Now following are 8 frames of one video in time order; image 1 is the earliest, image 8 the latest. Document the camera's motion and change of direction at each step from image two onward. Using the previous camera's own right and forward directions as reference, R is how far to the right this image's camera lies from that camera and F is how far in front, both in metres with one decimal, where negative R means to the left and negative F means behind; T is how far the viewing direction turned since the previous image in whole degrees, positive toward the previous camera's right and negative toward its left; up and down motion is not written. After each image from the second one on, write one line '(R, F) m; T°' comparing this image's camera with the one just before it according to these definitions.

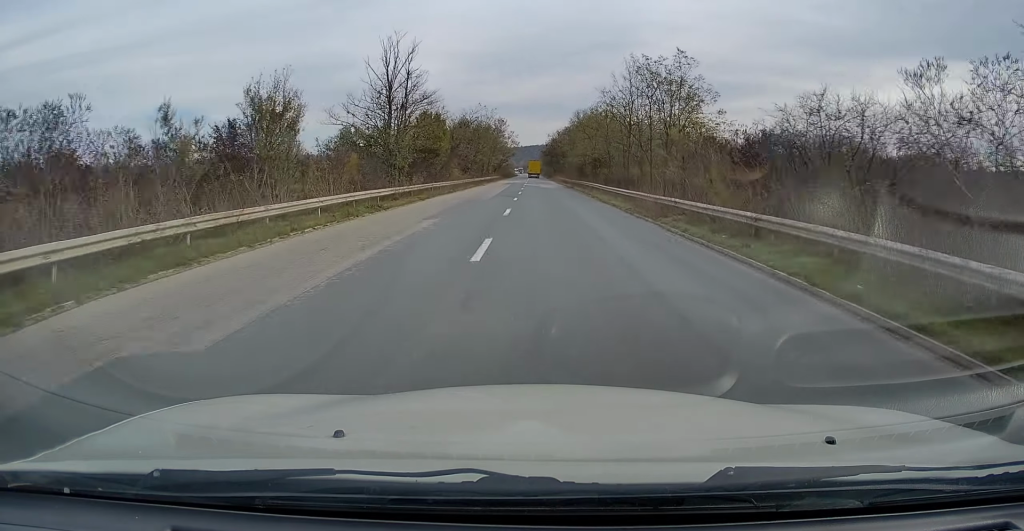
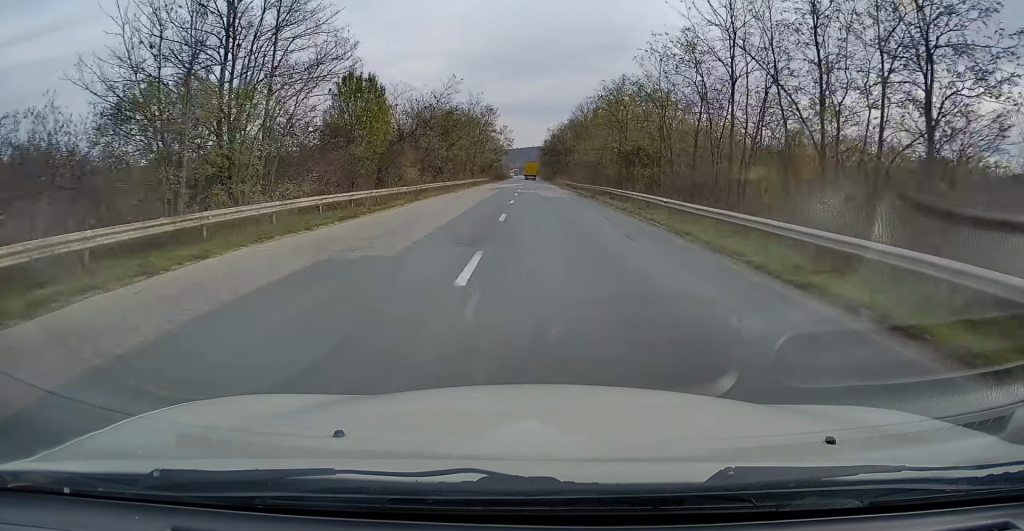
(0.0, +21.9) m; 0°
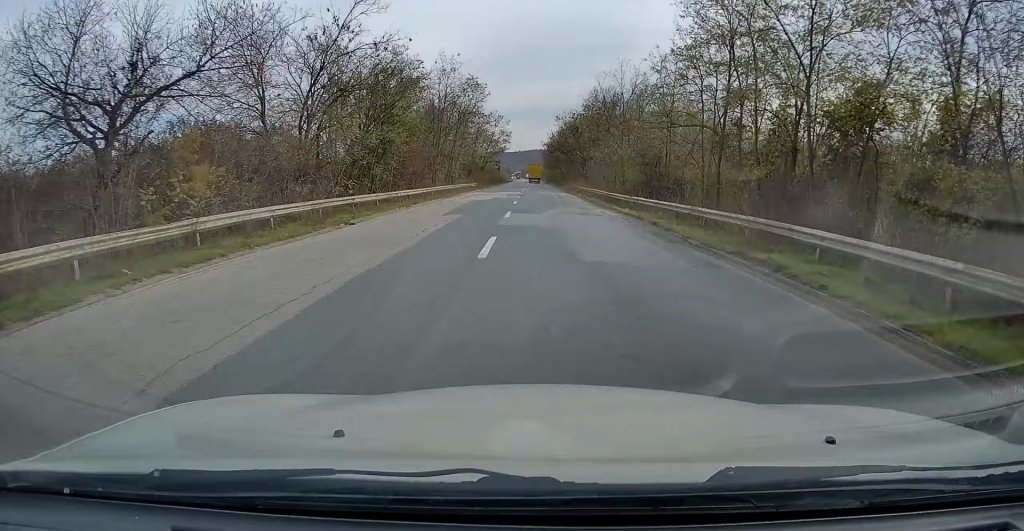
(+0.1, +26.8) m; 0°
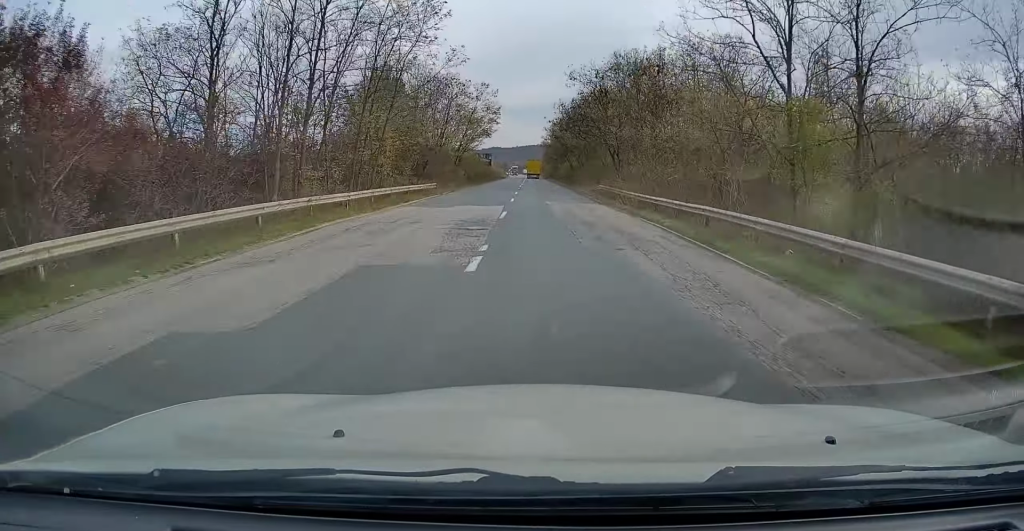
(0.0, +31.1) m; +1°
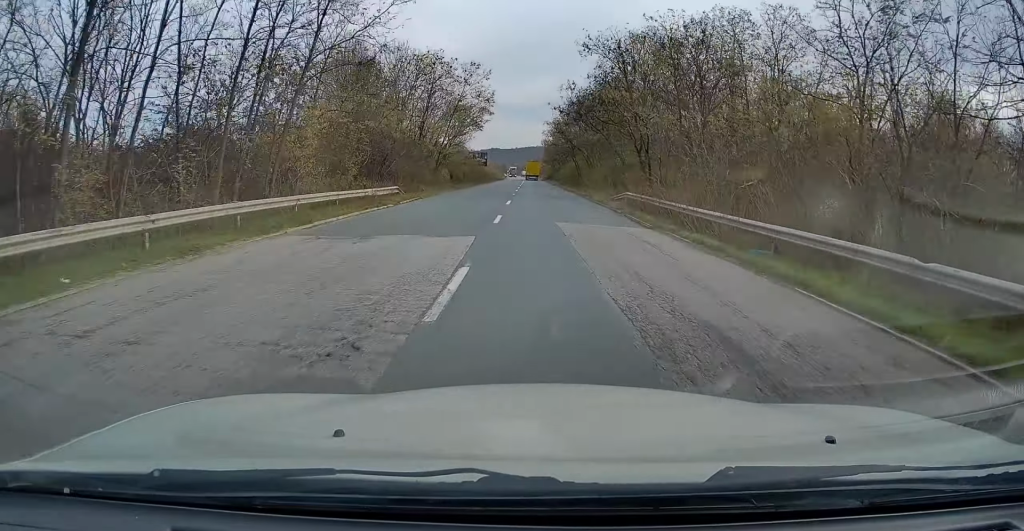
(+0.3, +12.5) m; 0°
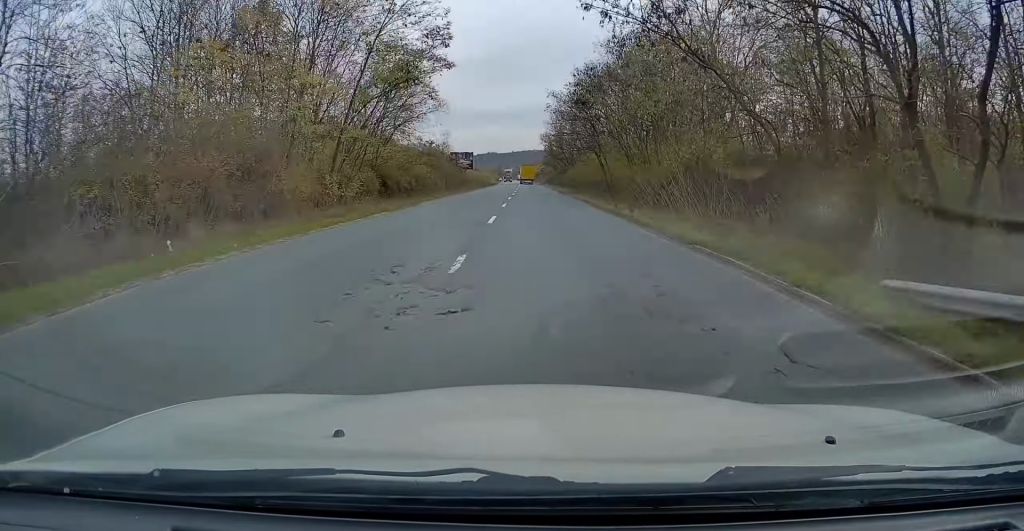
(-0.3, +28.2) m; 0°
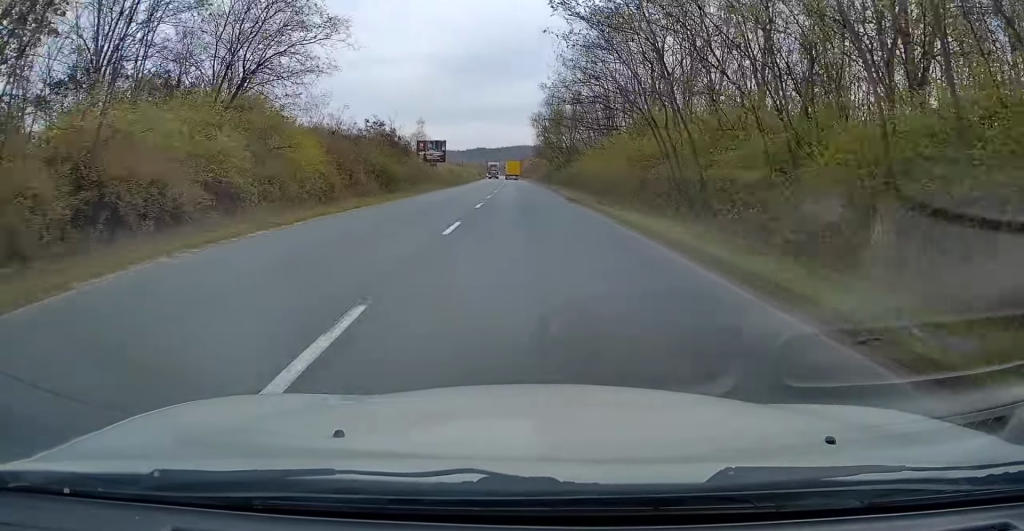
(+0.3, +24.2) m; +1°
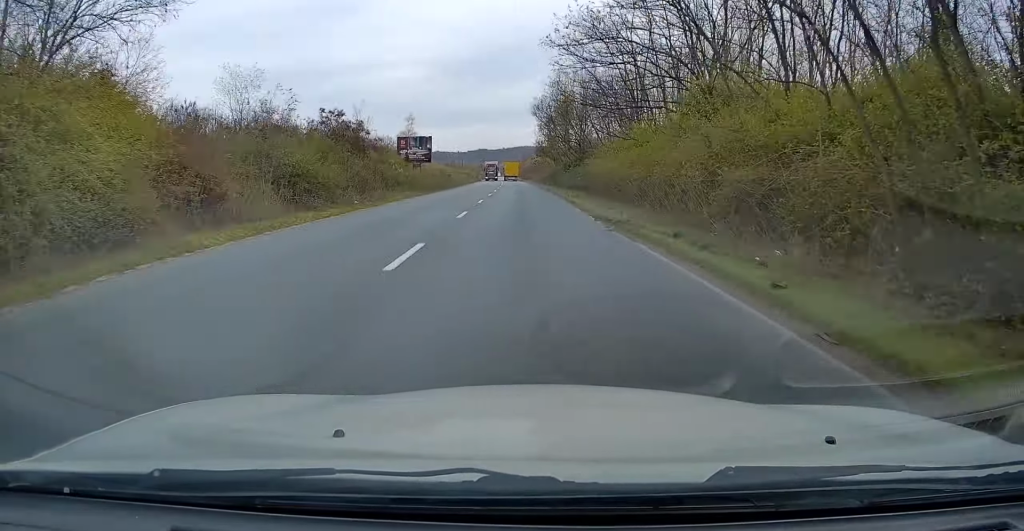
(+0.1, +14.2) m; 0°
